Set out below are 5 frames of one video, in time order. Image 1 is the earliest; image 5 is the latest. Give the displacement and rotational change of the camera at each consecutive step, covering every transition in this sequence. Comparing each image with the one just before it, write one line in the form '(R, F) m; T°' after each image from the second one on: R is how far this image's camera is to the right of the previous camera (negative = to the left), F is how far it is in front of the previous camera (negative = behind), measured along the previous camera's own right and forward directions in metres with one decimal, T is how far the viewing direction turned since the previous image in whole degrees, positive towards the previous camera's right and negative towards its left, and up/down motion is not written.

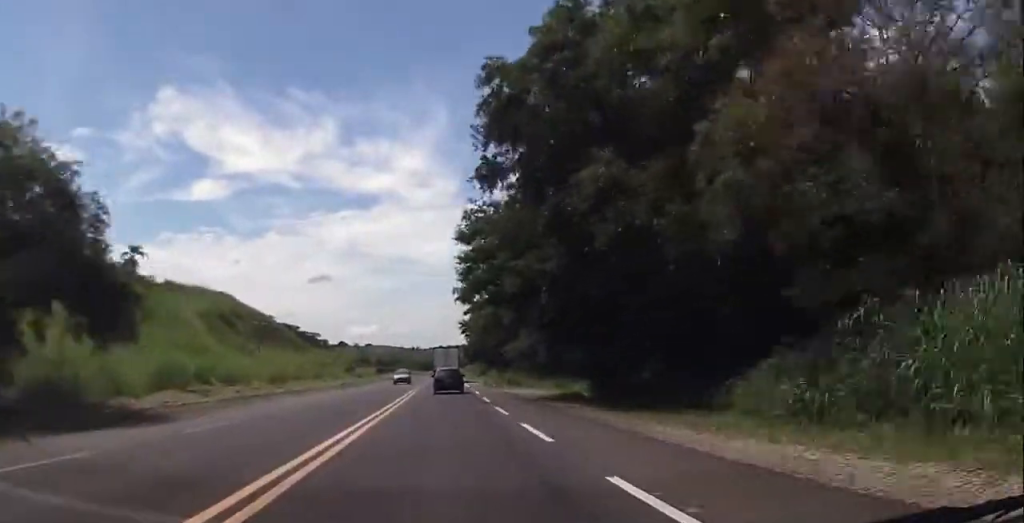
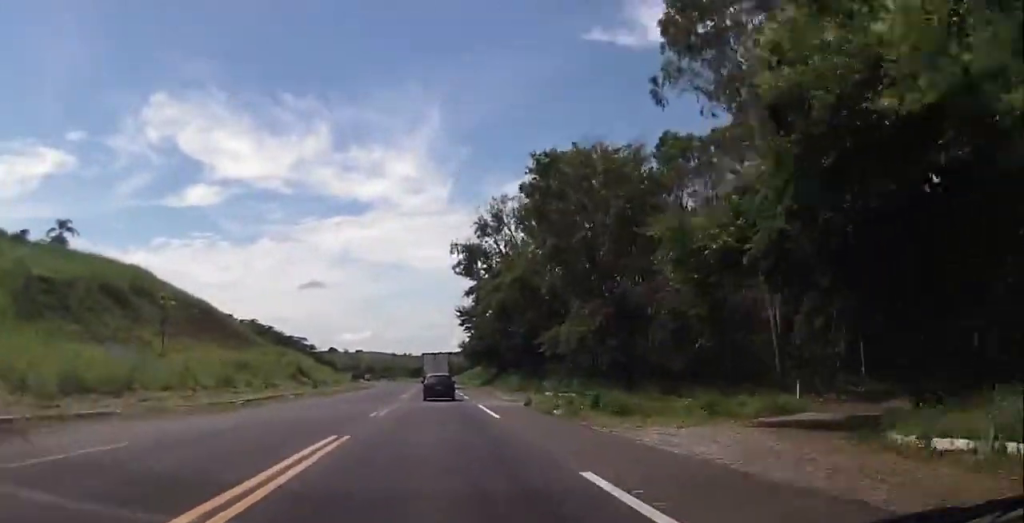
(+0.5, +33.0) m; +1°
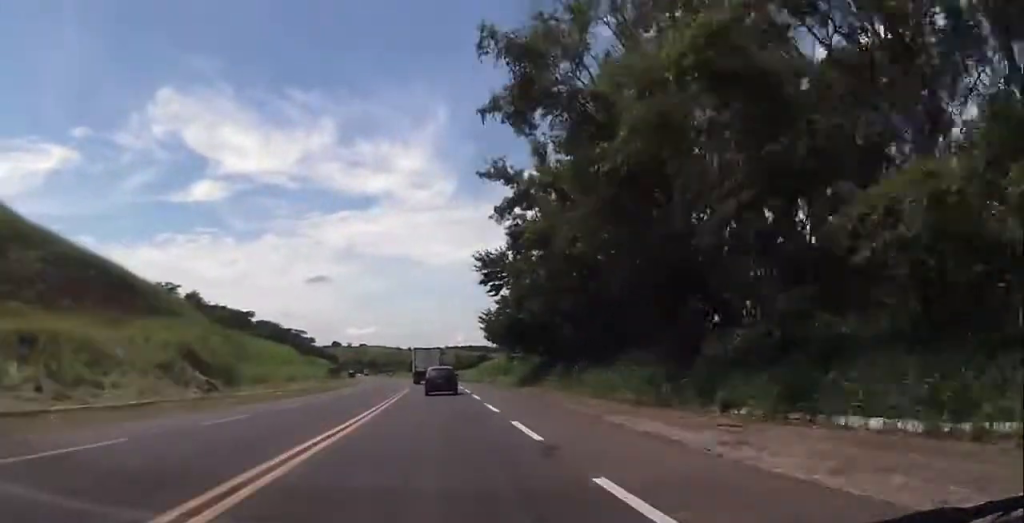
(-0.9, +35.0) m; -2°
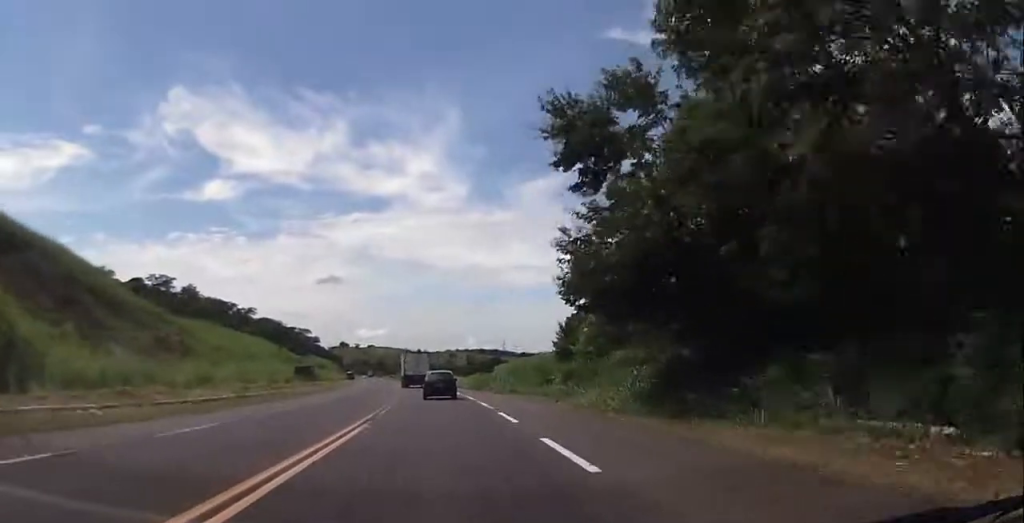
(+0.4, +29.6) m; 0°
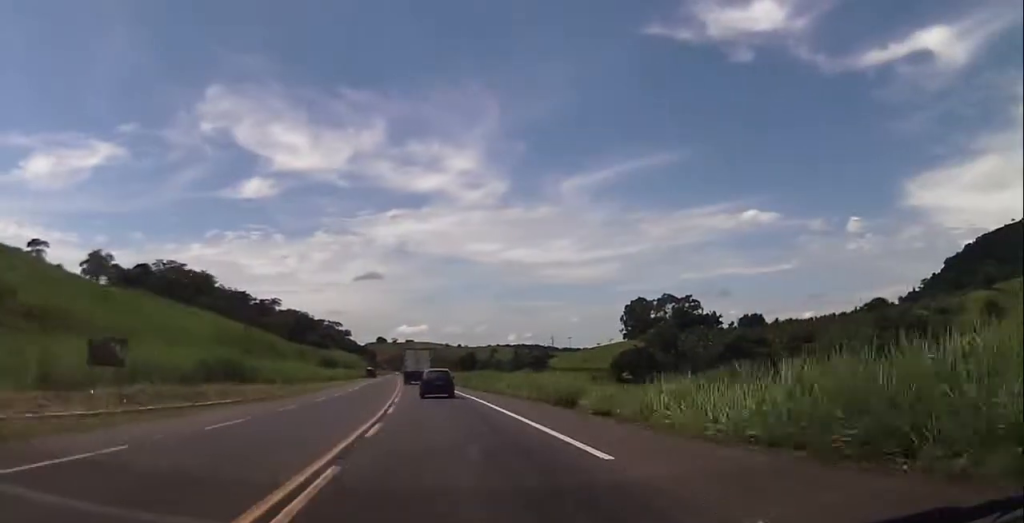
(-0.7, +50.2) m; -2°
